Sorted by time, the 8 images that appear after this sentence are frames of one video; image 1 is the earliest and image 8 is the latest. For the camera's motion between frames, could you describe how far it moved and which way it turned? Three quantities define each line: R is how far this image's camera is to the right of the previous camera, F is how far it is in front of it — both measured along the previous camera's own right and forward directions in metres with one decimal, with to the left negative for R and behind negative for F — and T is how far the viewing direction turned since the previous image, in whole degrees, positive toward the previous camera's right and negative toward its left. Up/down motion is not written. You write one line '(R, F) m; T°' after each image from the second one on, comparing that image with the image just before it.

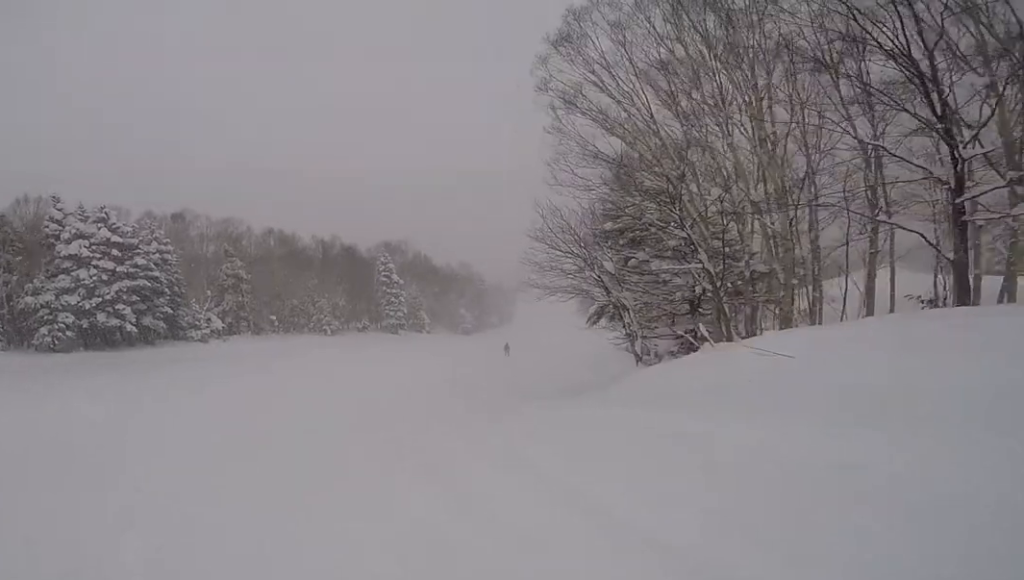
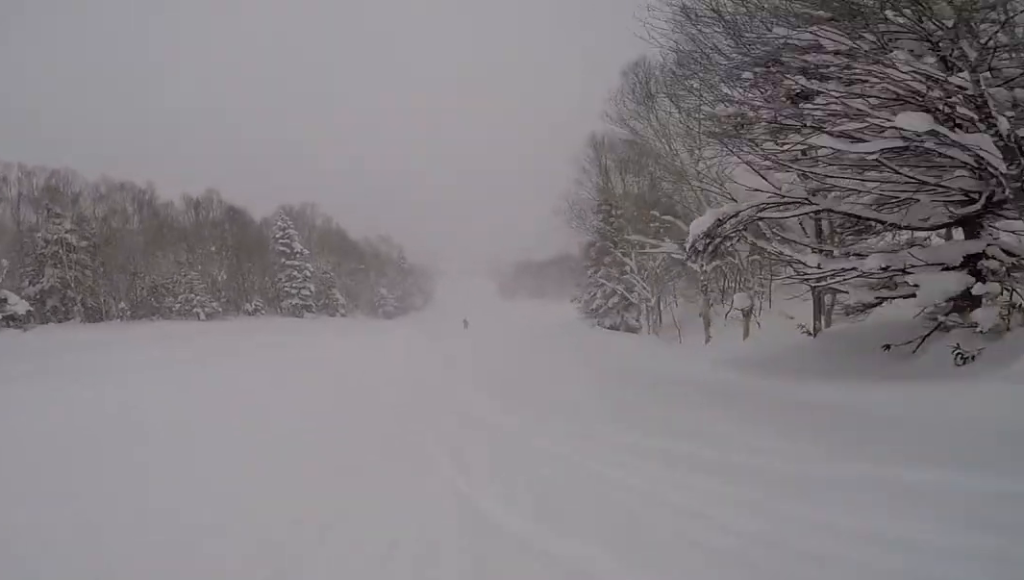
(-0.2, +14.6) m; +9°
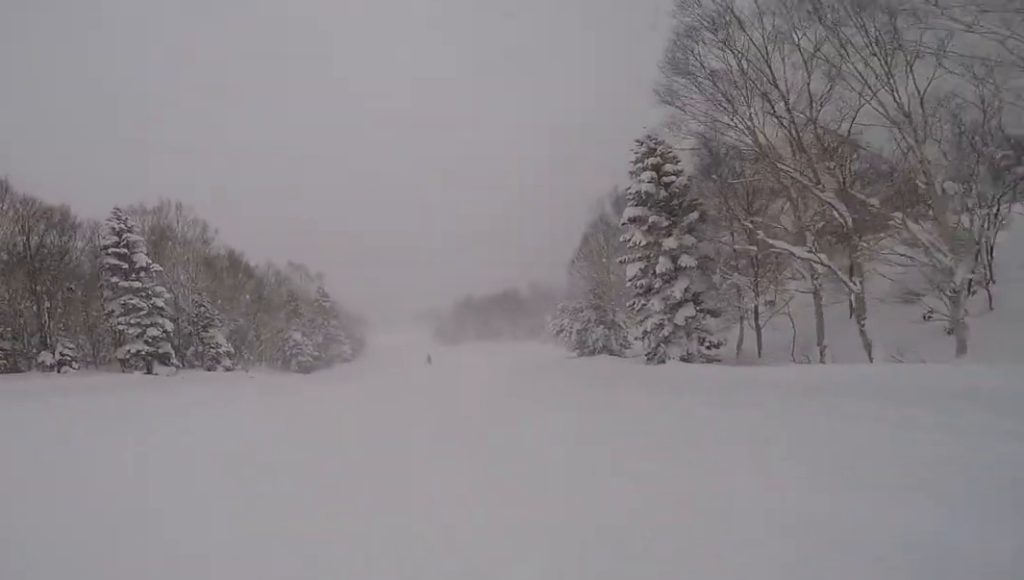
(+3.2, +18.4) m; +10°
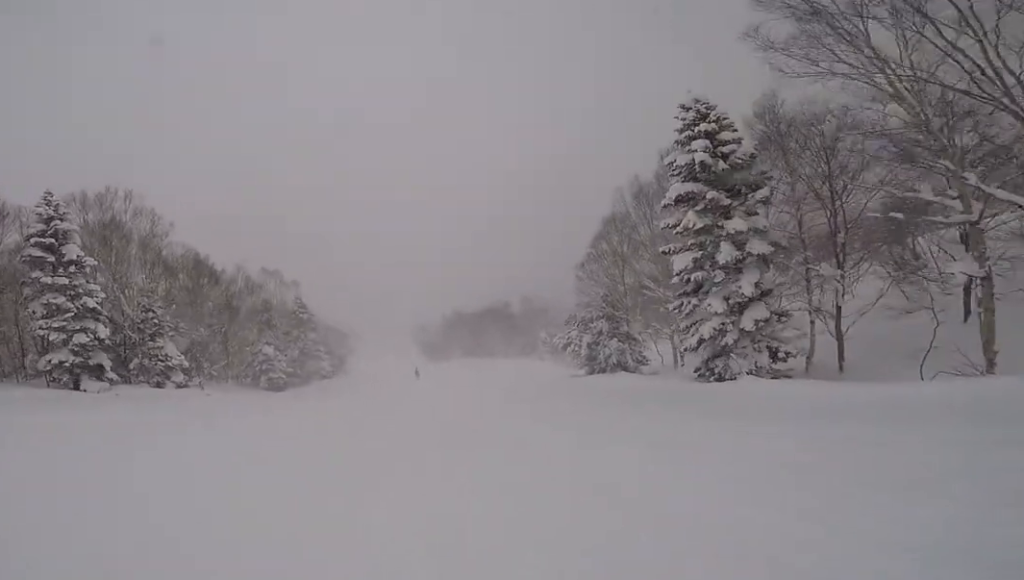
(-0.5, +5.8) m; +1°
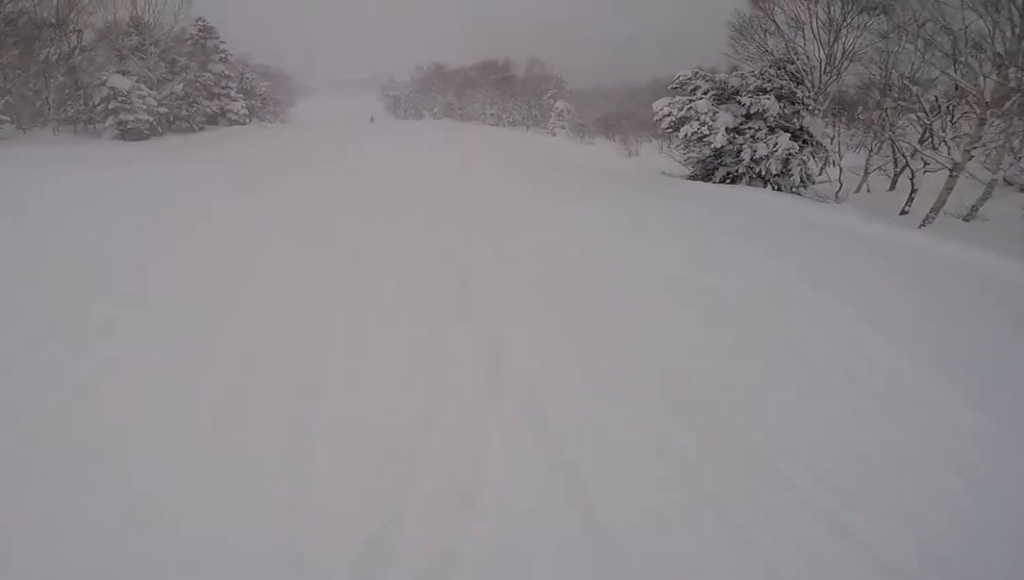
(+2.0, +18.3) m; +11°
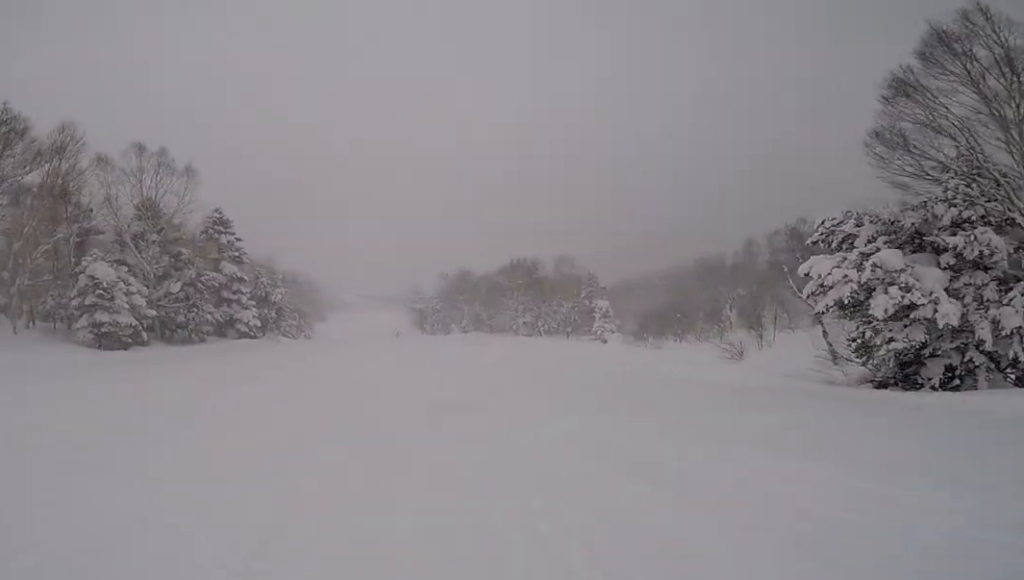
(+0.3, +8.1) m; +3°
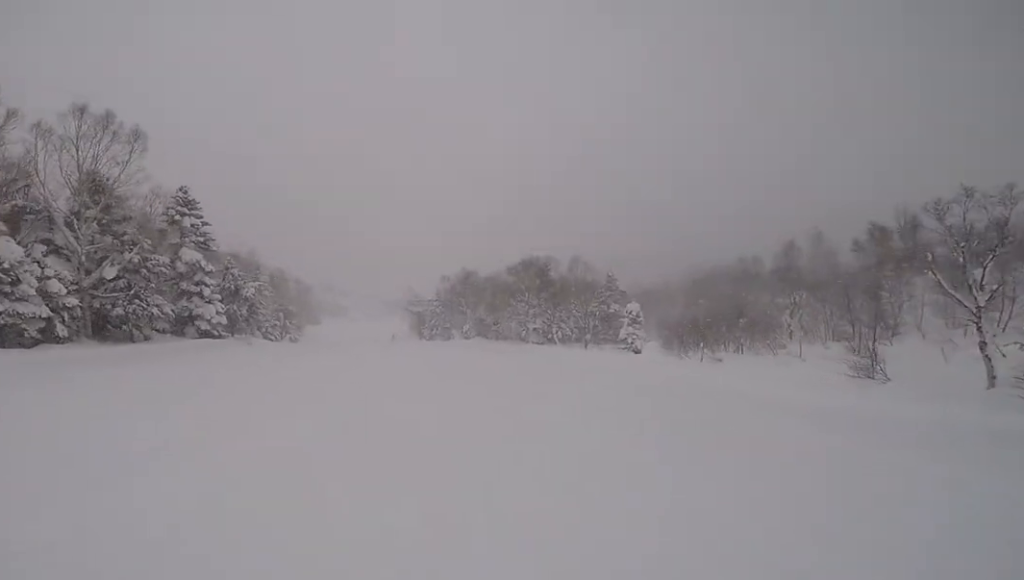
(+0.9, +6.6) m; 0°
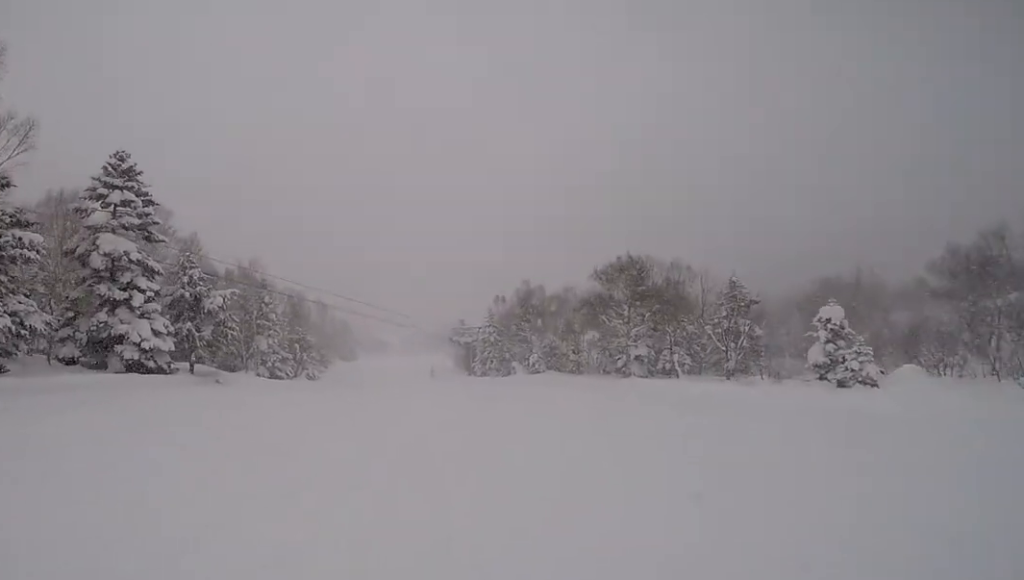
(-1.8, +14.3) m; -8°
